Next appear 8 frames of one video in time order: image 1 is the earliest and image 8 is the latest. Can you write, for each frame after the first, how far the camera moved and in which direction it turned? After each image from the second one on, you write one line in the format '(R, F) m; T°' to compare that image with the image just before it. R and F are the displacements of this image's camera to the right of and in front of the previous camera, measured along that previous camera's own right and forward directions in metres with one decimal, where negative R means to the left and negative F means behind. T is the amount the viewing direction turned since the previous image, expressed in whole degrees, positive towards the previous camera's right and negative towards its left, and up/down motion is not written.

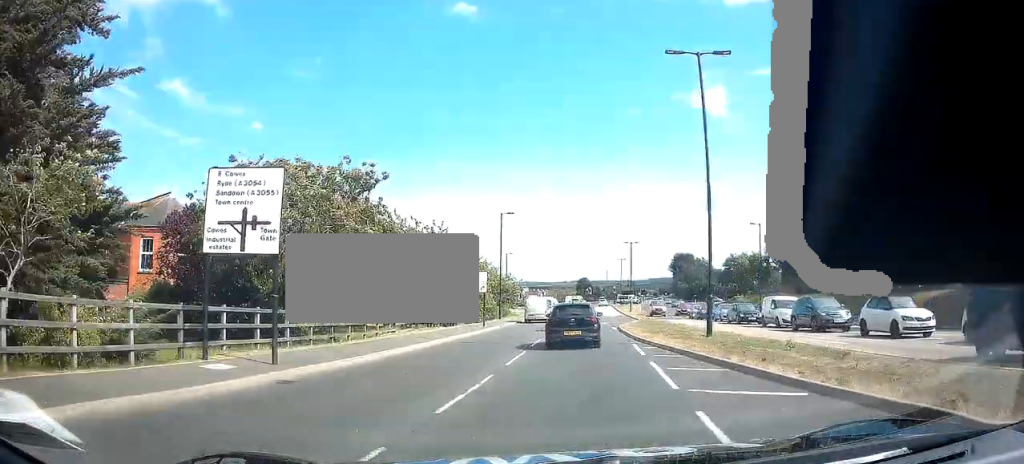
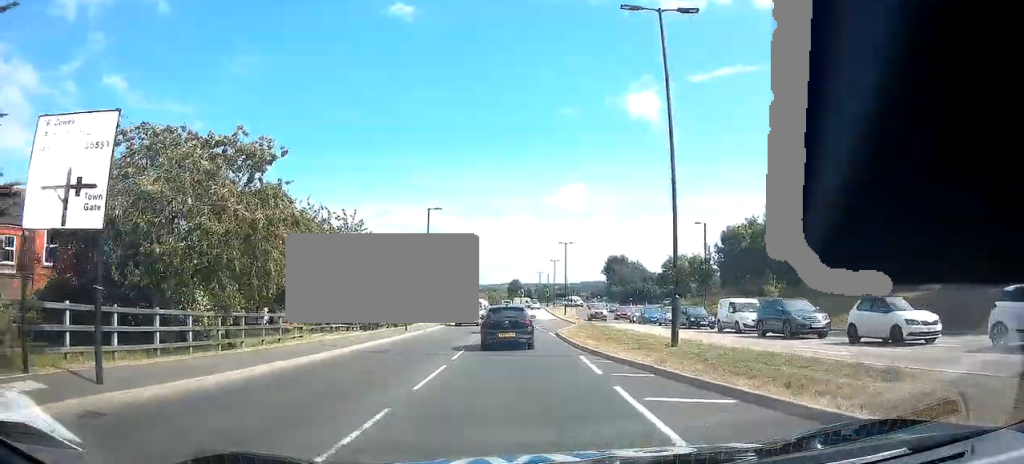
(+0.8, +3.5) m; +8°
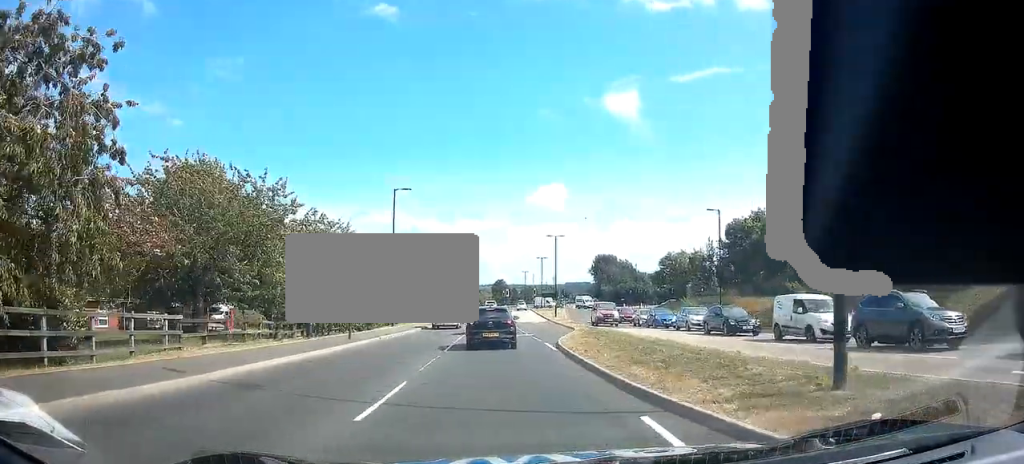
(+1.5, +8.9) m; +9°
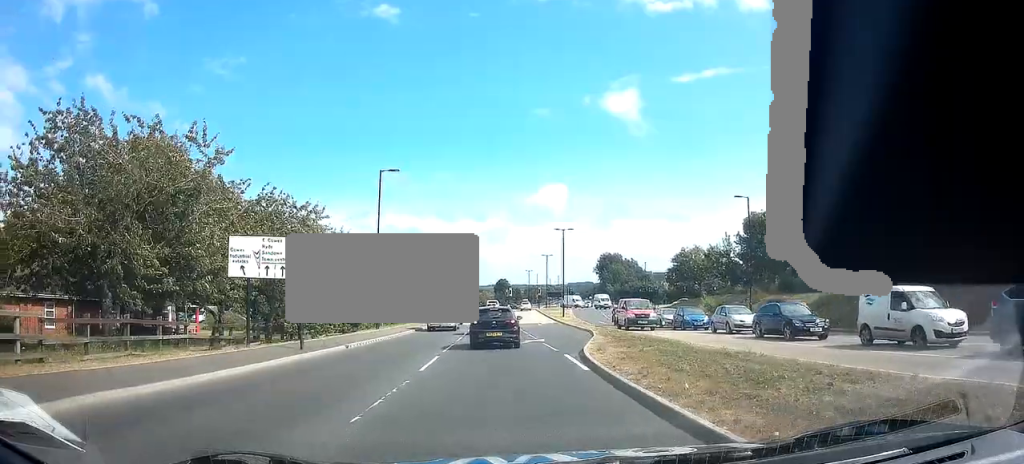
(-0.1, +6.2) m; 0°
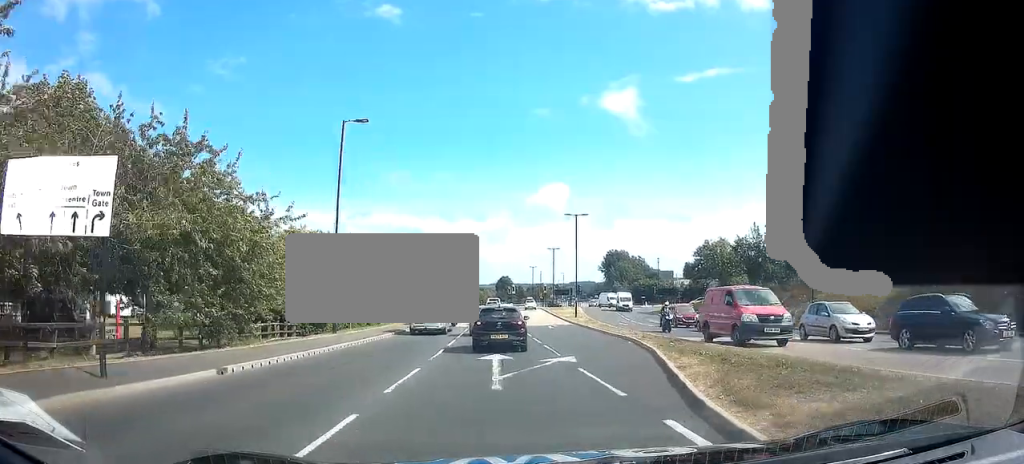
(0.0, +9.9) m; -1°
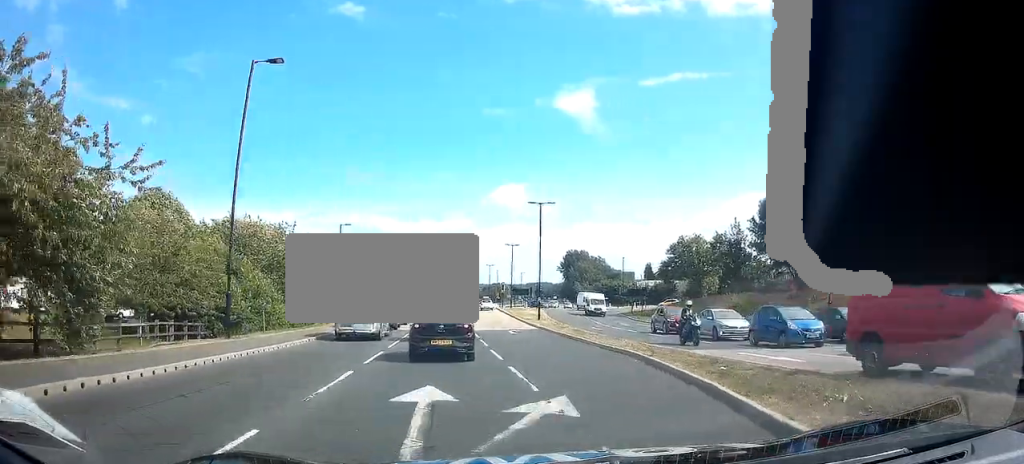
(-0.1, +7.1) m; +1°
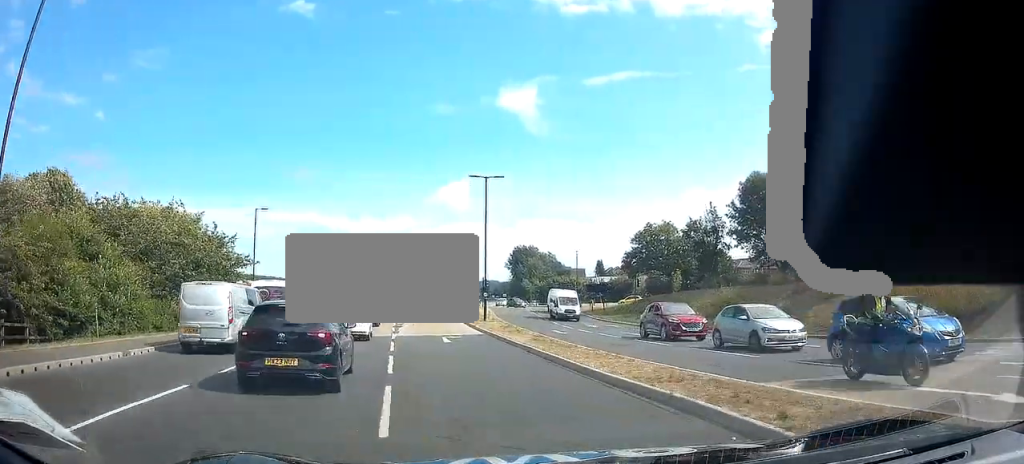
(+0.3, +9.2) m; +5°
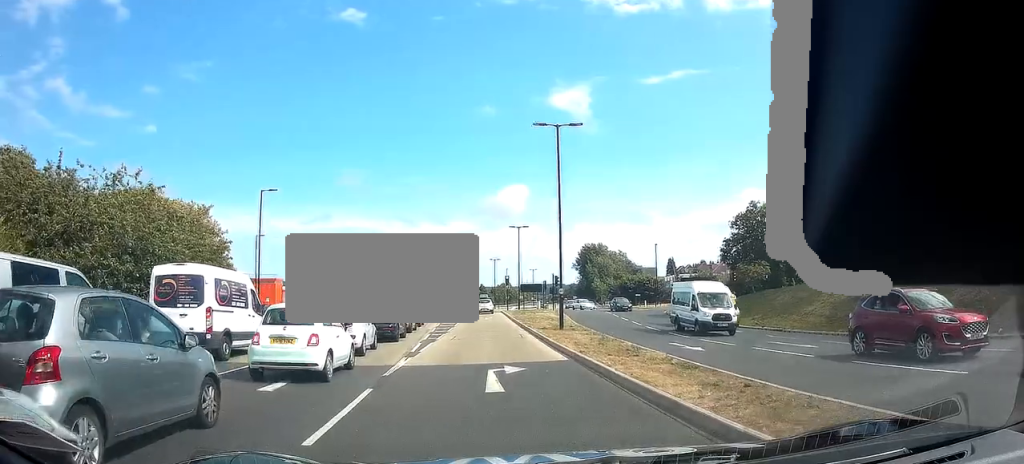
(+0.4, +12.1) m; +1°
